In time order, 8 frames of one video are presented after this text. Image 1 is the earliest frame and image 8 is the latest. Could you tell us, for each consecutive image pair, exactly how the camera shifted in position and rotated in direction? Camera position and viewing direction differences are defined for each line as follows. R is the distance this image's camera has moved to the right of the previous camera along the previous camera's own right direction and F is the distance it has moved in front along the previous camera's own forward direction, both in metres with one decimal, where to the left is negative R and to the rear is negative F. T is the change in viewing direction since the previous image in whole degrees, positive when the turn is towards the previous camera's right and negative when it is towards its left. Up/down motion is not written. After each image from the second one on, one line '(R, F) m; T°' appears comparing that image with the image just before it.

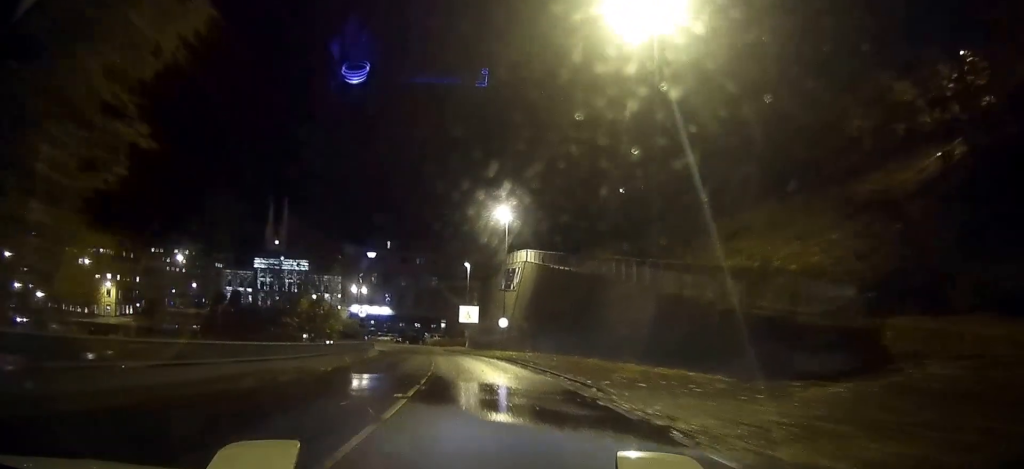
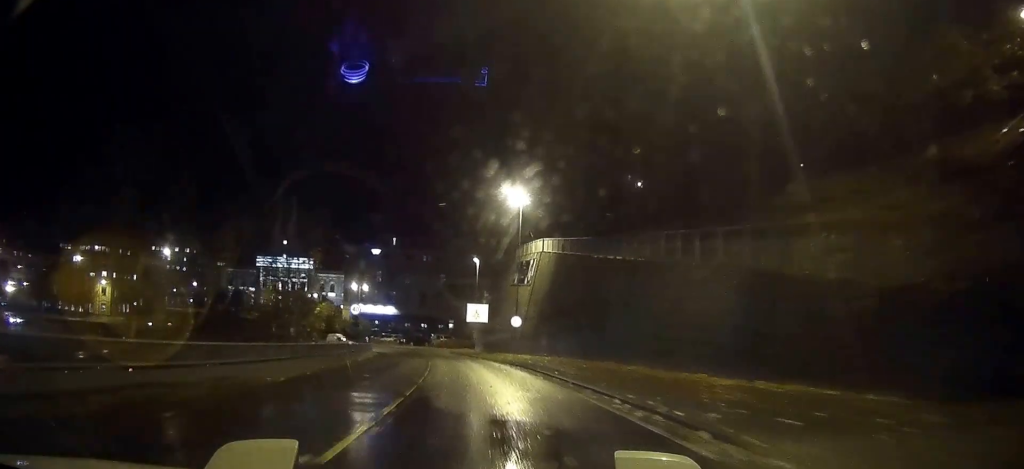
(-0.1, +7.4) m; 0°
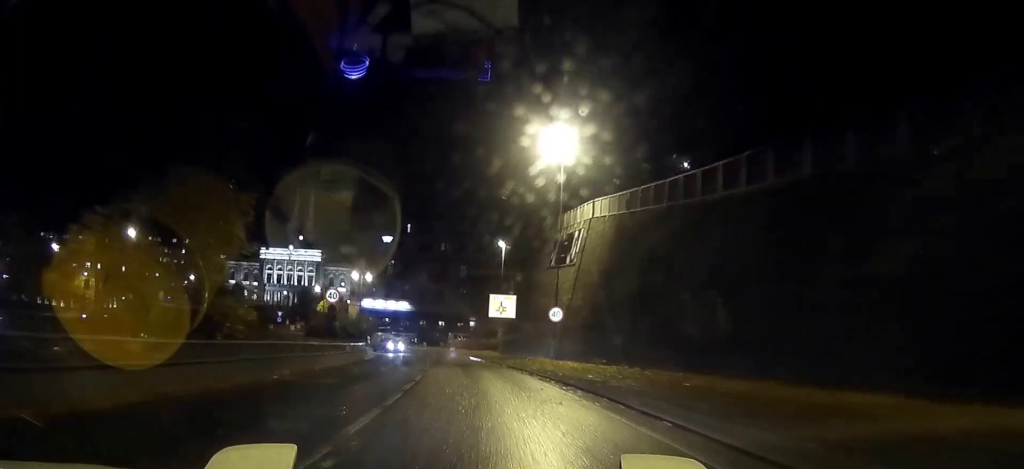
(0.0, +13.8) m; -1°
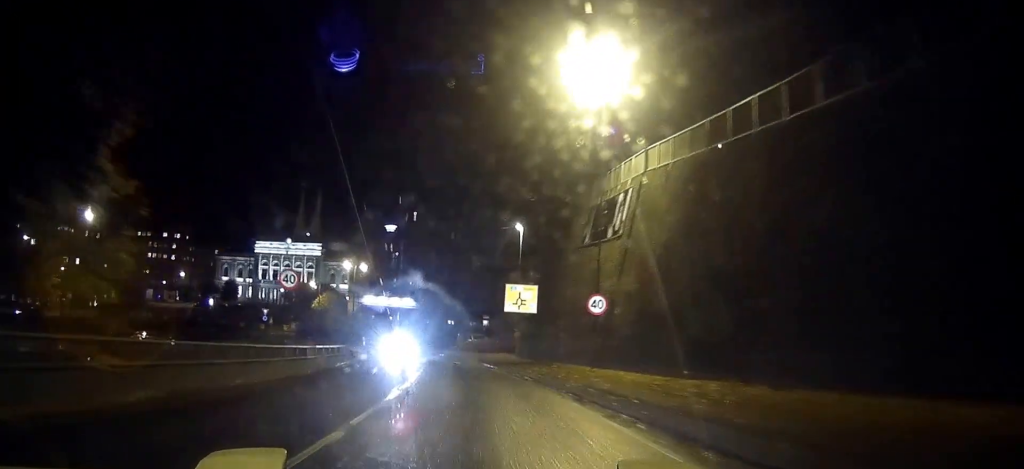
(0.0, +9.8) m; -1°
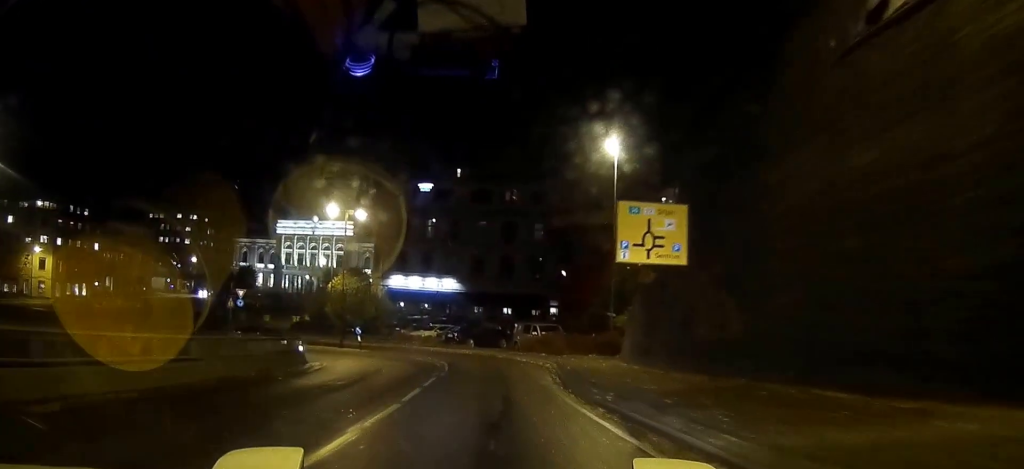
(-0.6, +26.9) m; -2°
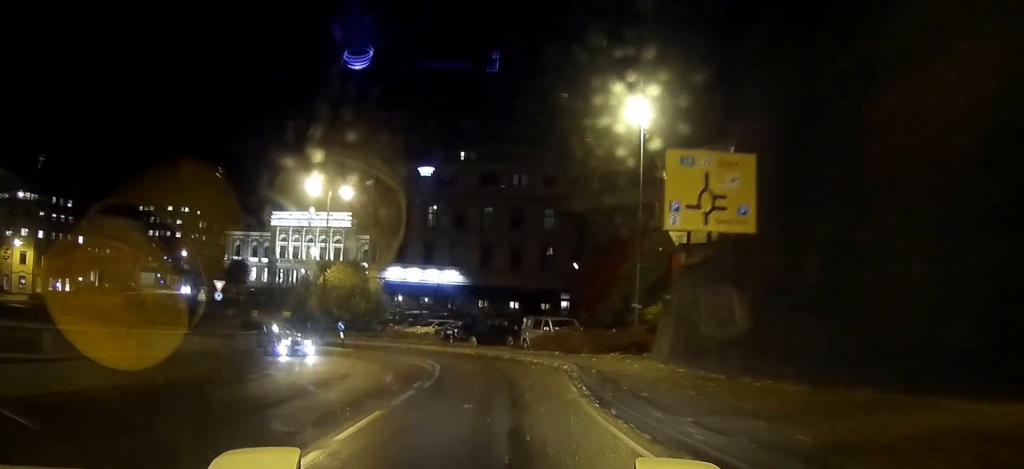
(+0.1, +5.2) m; -1°
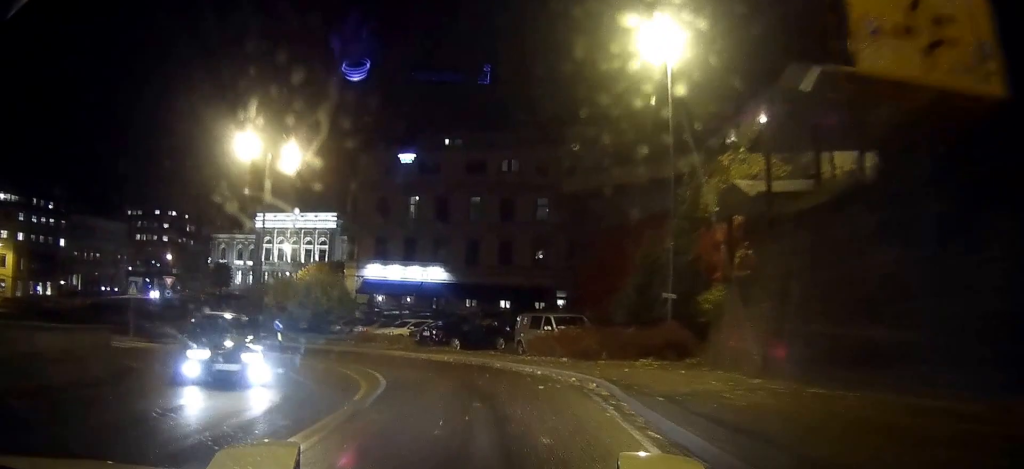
(-0.2, +9.9) m; -3°
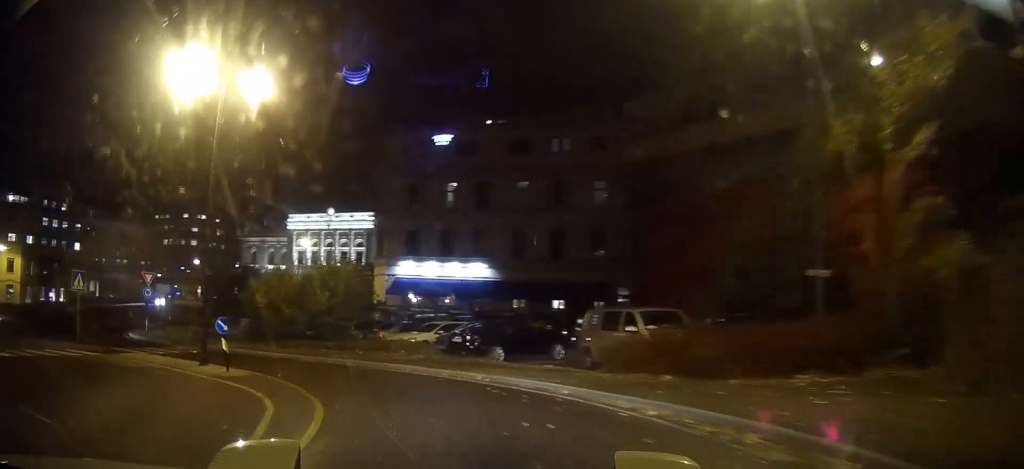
(-0.3, +9.2) m; -5°
